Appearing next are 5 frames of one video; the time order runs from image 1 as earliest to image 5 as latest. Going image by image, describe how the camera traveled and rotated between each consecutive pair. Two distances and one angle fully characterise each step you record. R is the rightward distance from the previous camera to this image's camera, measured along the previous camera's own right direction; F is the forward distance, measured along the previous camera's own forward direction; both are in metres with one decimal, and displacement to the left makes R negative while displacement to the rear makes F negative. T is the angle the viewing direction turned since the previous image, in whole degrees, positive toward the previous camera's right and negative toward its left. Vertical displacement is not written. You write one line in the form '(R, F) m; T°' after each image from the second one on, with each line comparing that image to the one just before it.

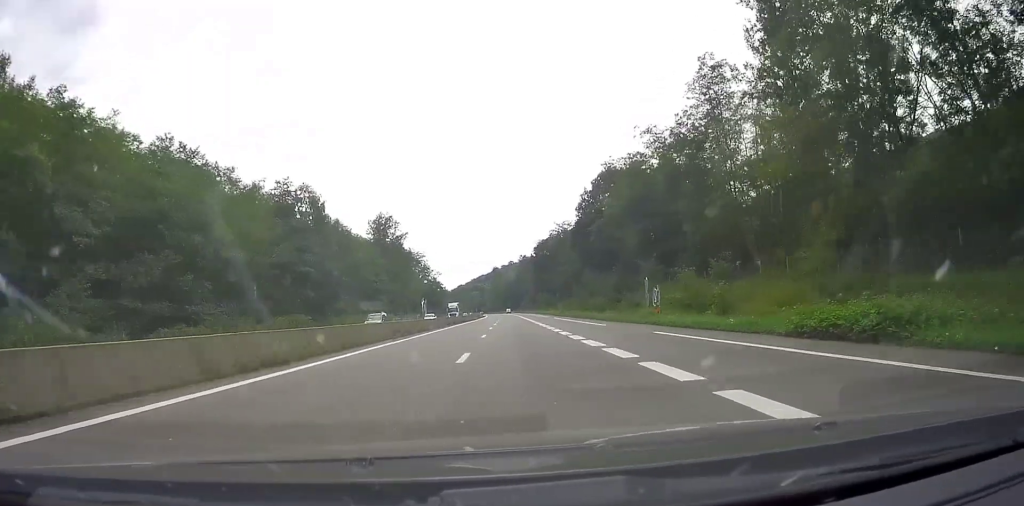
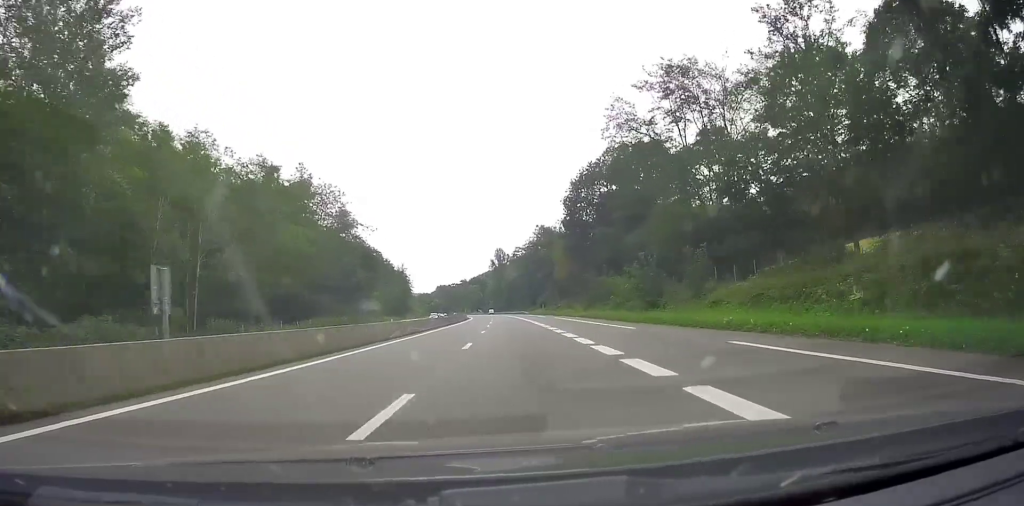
(-0.1, +113.9) m; -1°
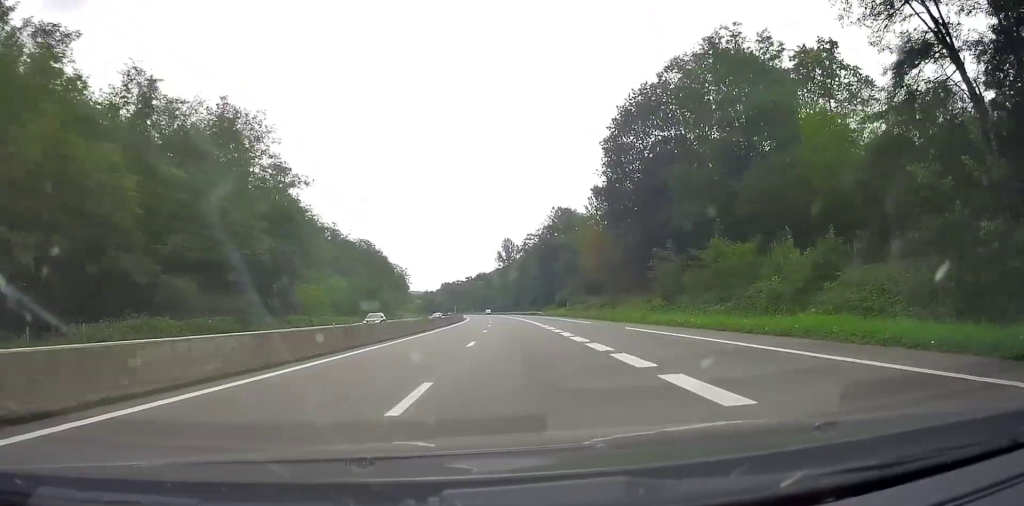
(-0.2, +38.0) m; -1°
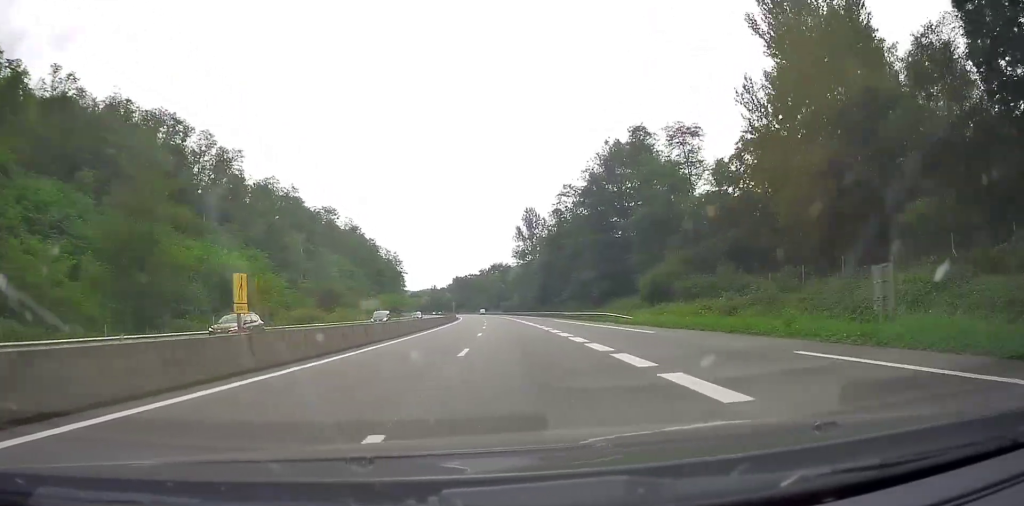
(-0.6, +70.0) m; -2°
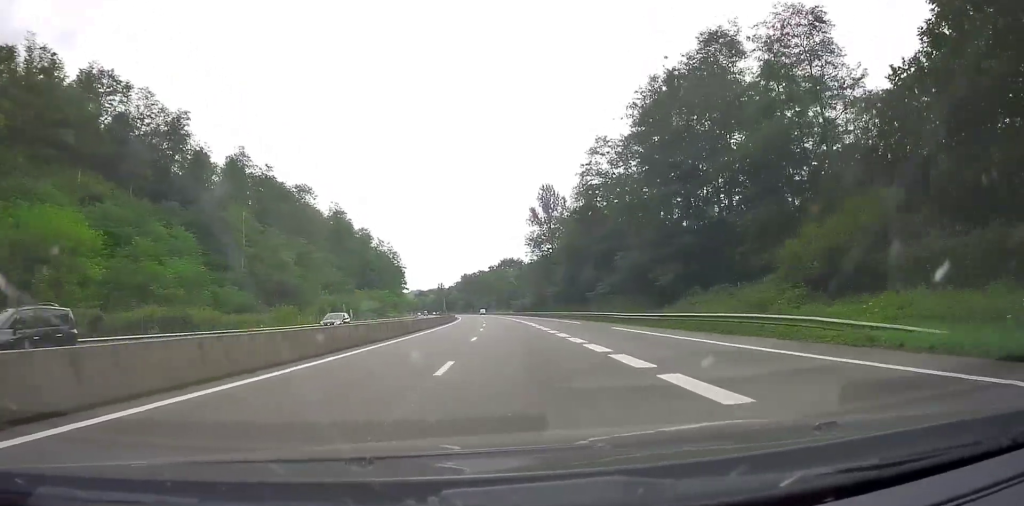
(-0.3, +30.9) m; -1°
